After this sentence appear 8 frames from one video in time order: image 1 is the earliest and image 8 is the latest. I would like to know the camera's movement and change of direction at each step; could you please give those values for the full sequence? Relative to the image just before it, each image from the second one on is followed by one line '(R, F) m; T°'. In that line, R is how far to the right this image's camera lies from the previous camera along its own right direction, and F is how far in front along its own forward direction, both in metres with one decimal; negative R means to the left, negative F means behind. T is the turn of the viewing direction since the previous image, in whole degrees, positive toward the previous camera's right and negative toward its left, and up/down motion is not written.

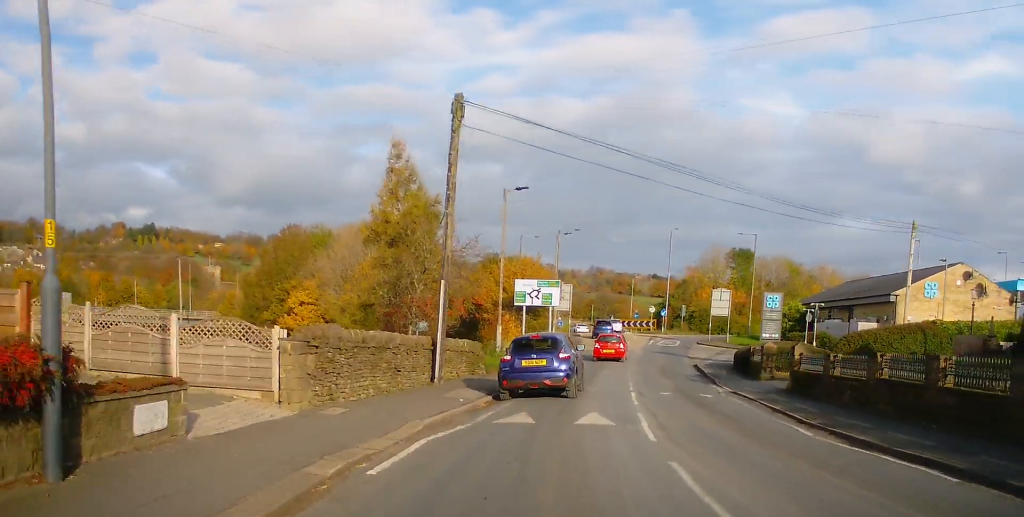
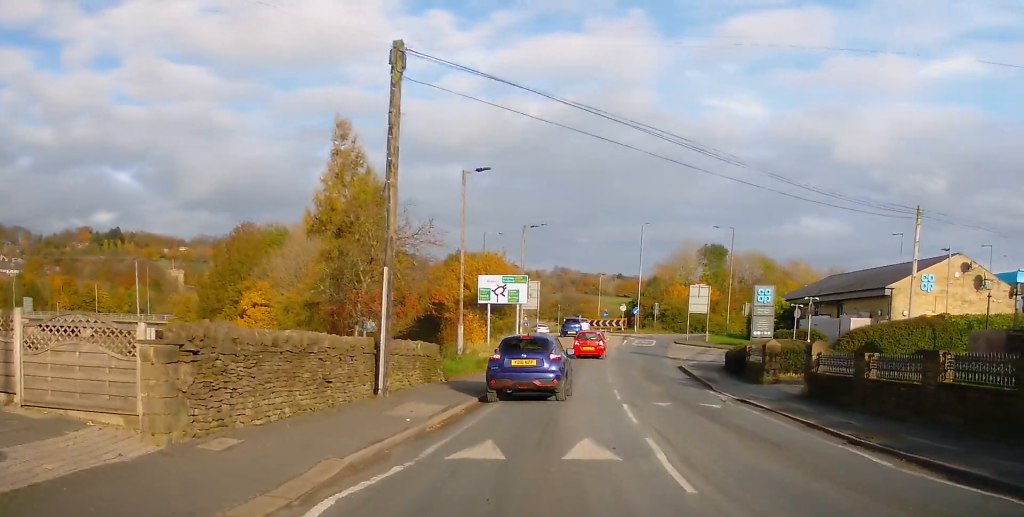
(+0.1, +4.2) m; +3°
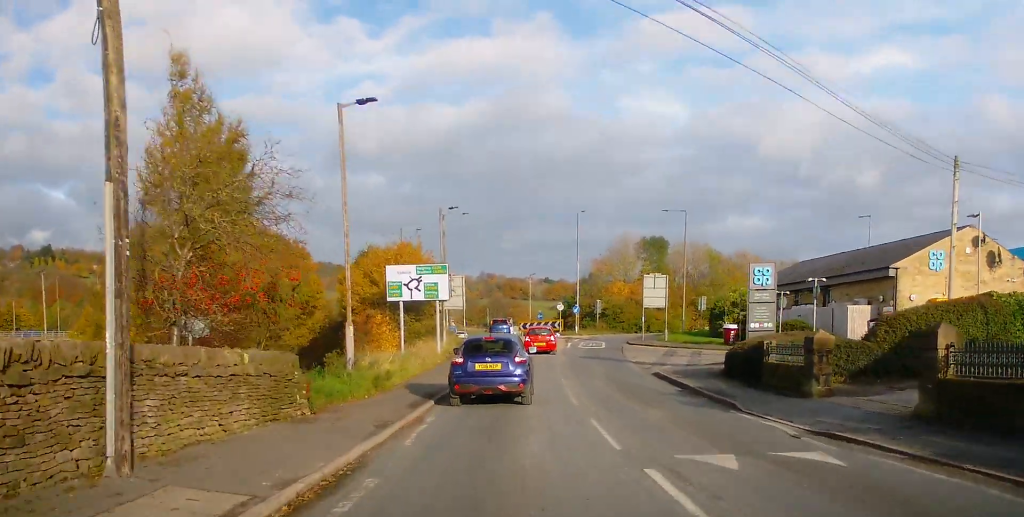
(+0.4, +9.6) m; +2°
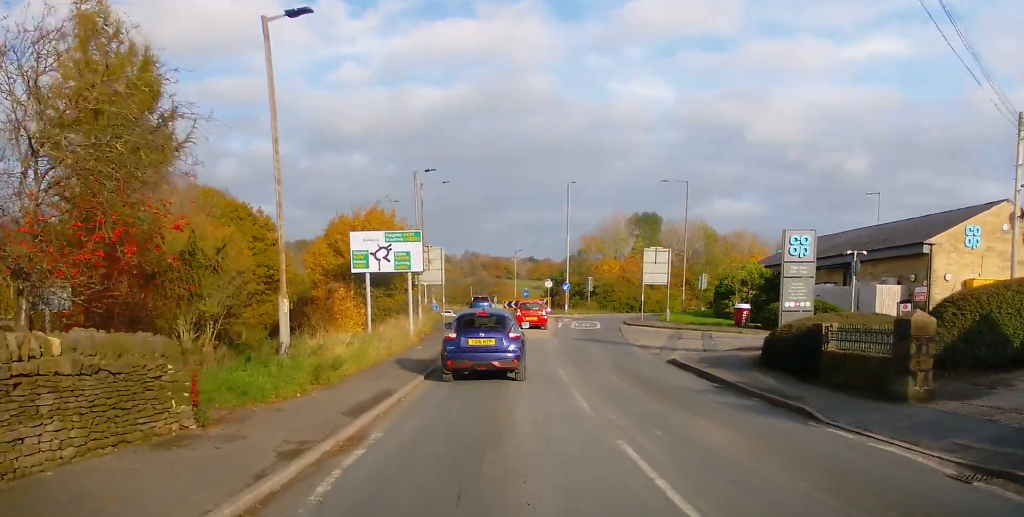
(0.0, +5.0) m; 0°
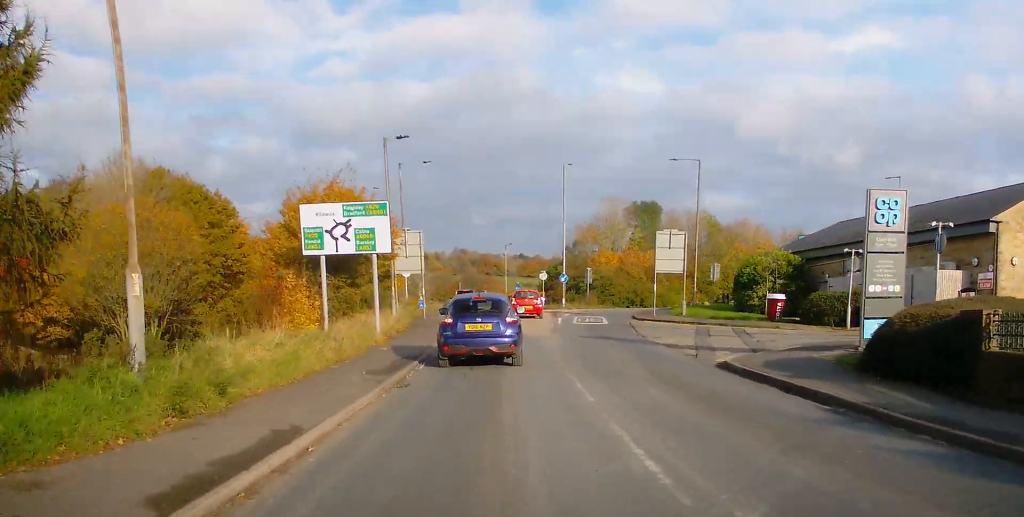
(0.0, +6.4) m; 0°
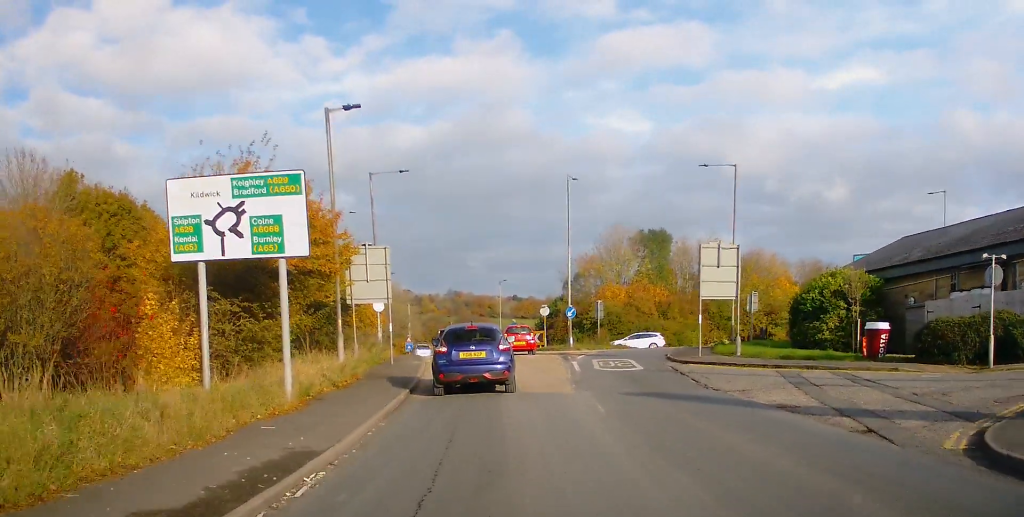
(+0.1, +10.3) m; +3°
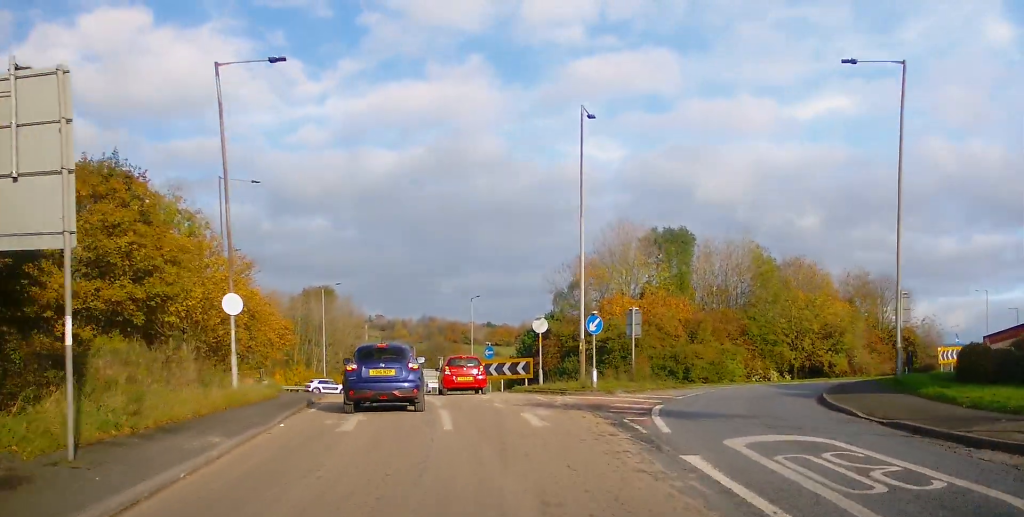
(+0.3, +20.8) m; +1°
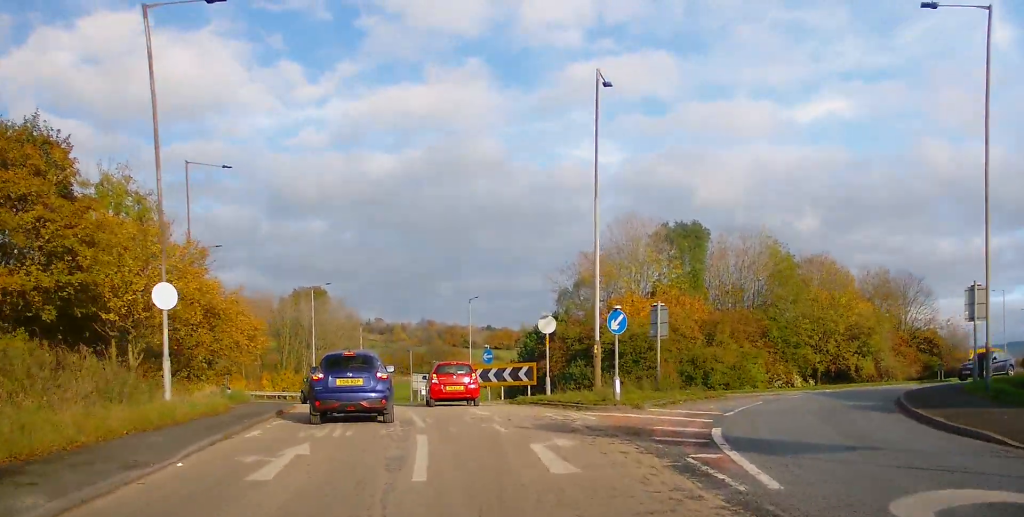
(-0.1, +4.7) m; +1°
